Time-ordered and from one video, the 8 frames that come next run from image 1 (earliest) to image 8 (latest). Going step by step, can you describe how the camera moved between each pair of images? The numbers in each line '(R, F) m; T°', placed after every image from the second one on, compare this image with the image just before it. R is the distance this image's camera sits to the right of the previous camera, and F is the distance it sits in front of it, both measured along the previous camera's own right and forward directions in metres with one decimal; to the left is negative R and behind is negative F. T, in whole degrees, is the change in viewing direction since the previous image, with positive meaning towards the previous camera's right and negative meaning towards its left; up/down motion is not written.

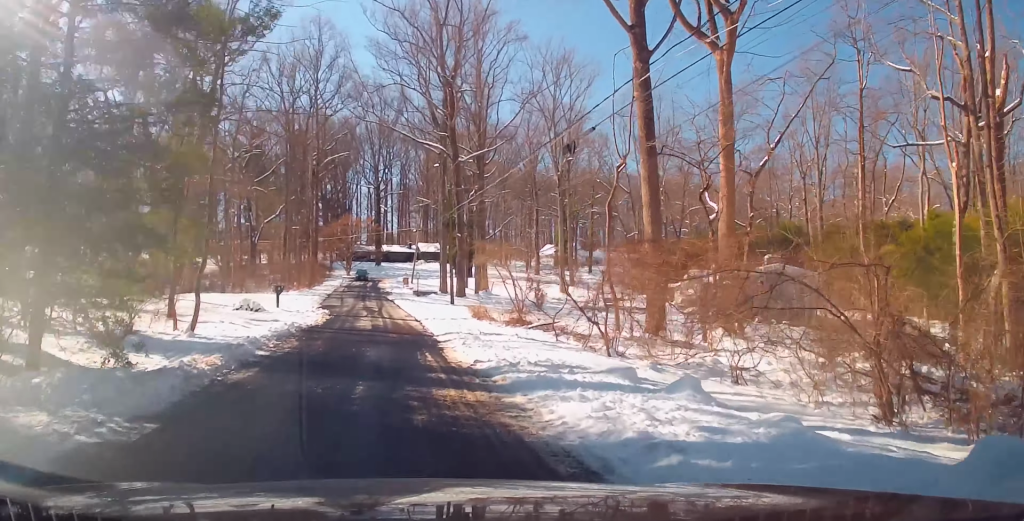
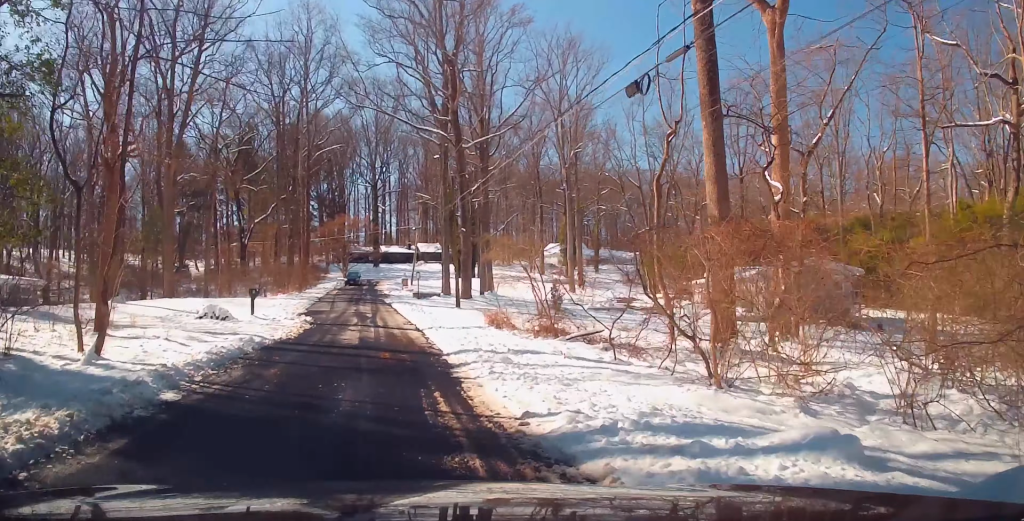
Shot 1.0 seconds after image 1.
(-0.1, +5.6) m; 0°
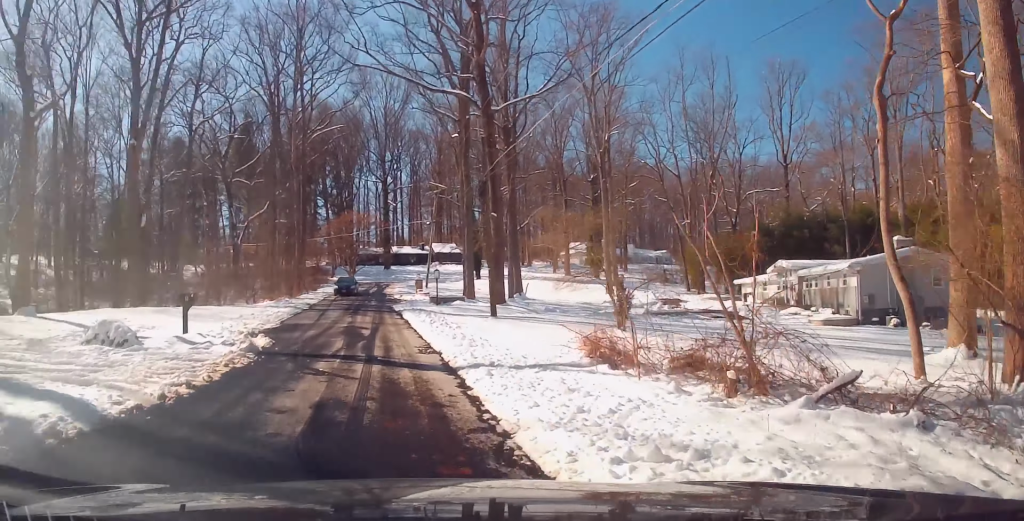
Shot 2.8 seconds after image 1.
(-0.3, +10.7) m; 0°
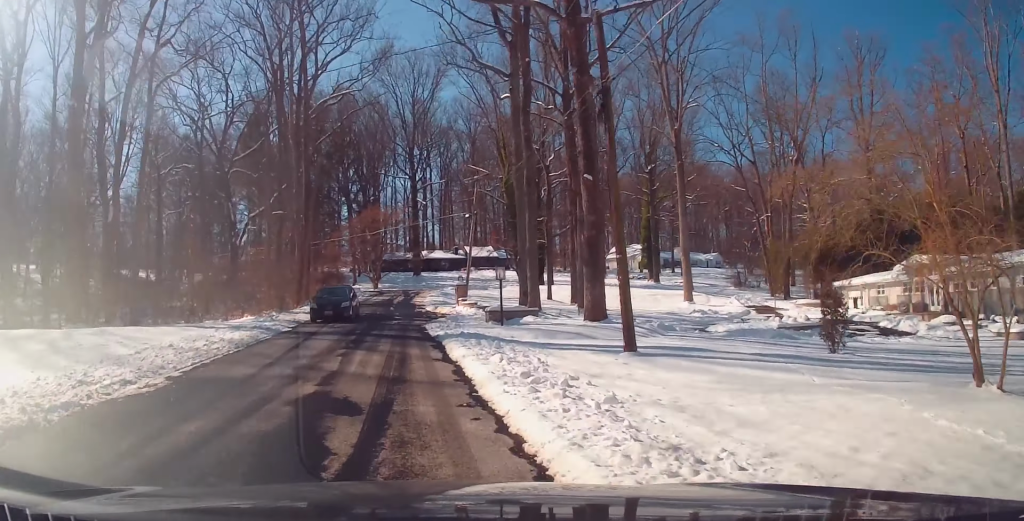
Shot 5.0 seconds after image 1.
(+0.1, +14.4) m; -3°
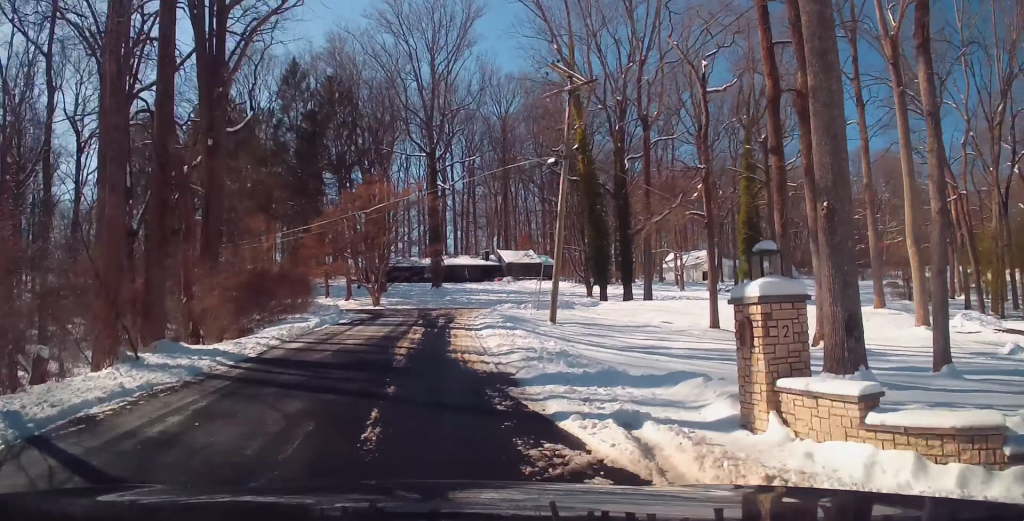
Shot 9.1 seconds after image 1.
(-0.6, +28.9) m; 0°
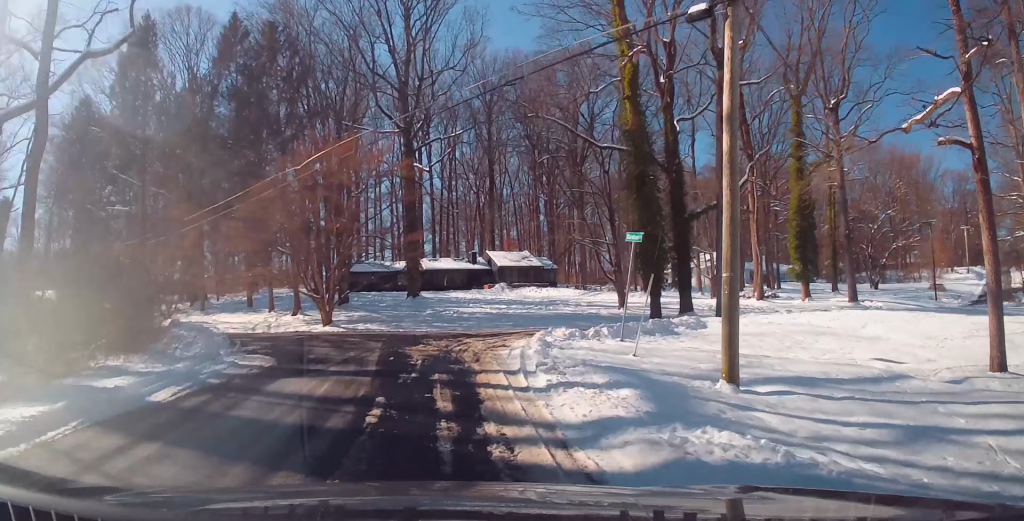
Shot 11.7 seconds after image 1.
(-0.3, +15.4) m; -1°
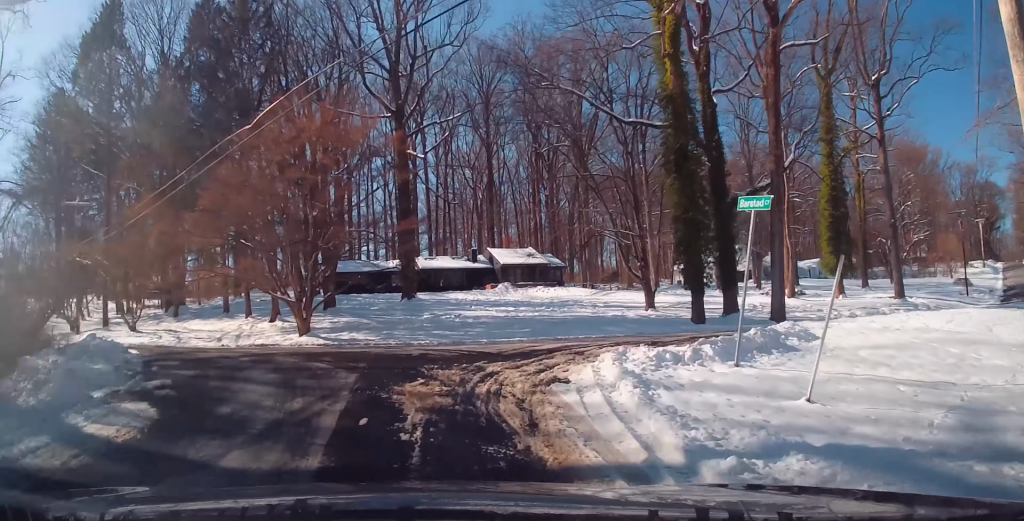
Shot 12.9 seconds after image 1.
(-0.1, +6.2) m; +2°
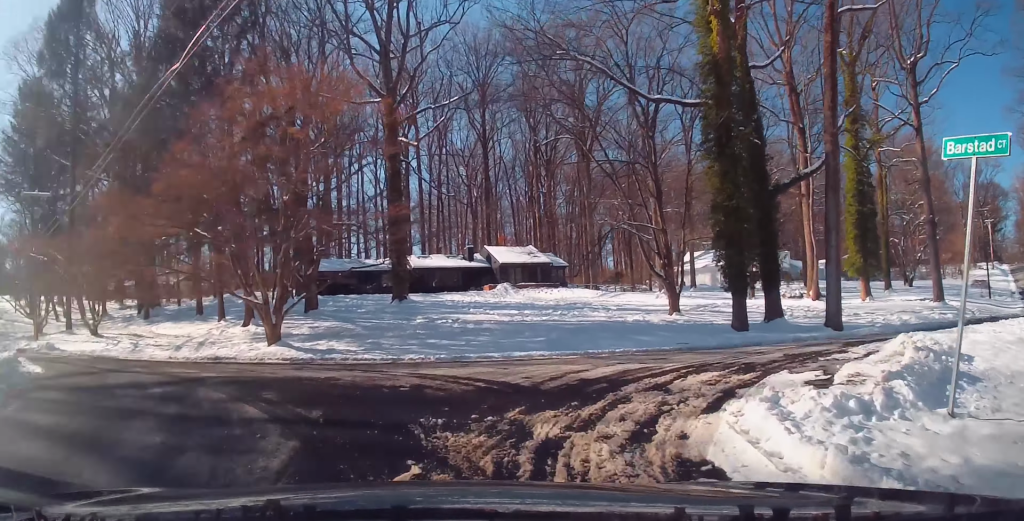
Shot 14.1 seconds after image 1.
(0.0, +5.3) m; +6°
